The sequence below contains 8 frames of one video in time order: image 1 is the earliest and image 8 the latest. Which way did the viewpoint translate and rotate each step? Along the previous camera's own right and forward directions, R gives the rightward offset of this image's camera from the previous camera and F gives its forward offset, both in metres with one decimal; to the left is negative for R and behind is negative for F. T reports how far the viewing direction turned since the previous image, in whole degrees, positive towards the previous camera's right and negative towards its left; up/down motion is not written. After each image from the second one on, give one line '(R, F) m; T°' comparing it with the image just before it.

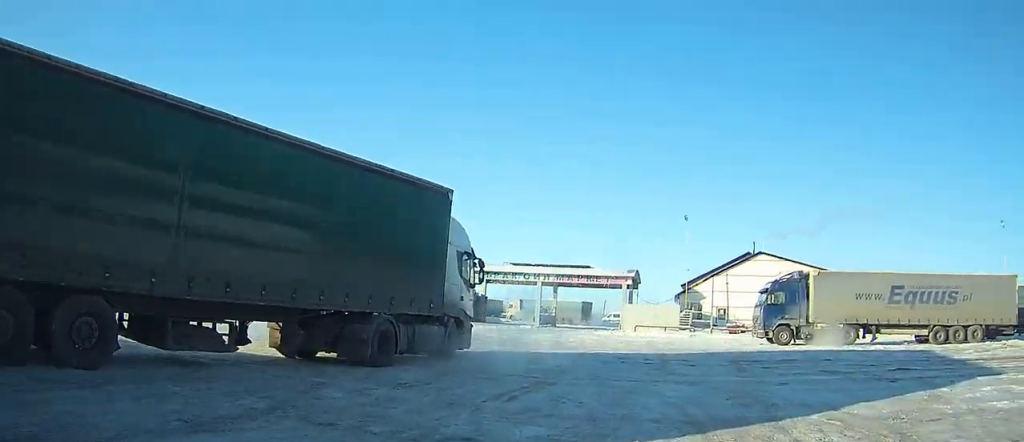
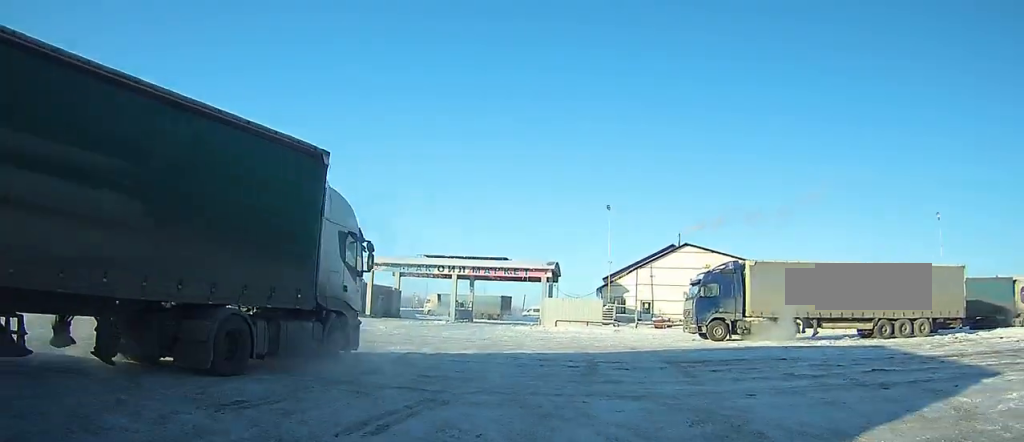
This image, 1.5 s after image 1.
(+0.3, +3.1) m; +8°
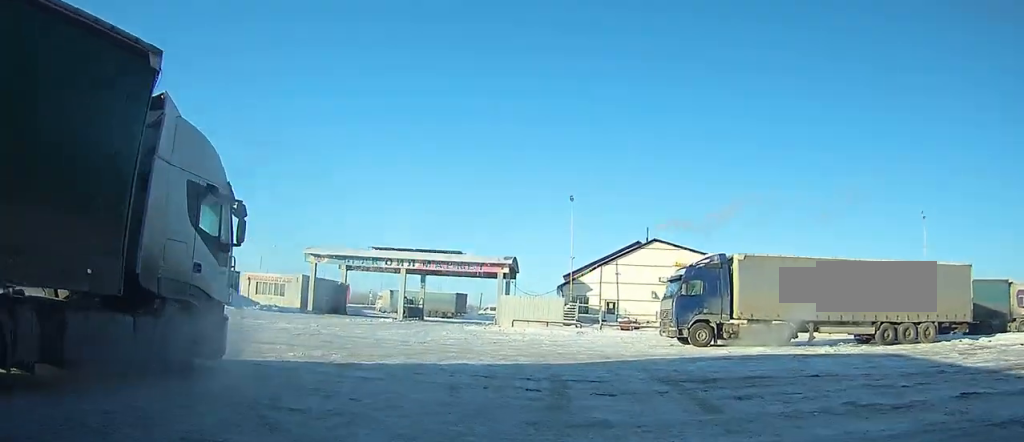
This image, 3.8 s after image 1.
(+0.2, +4.9) m; -4°
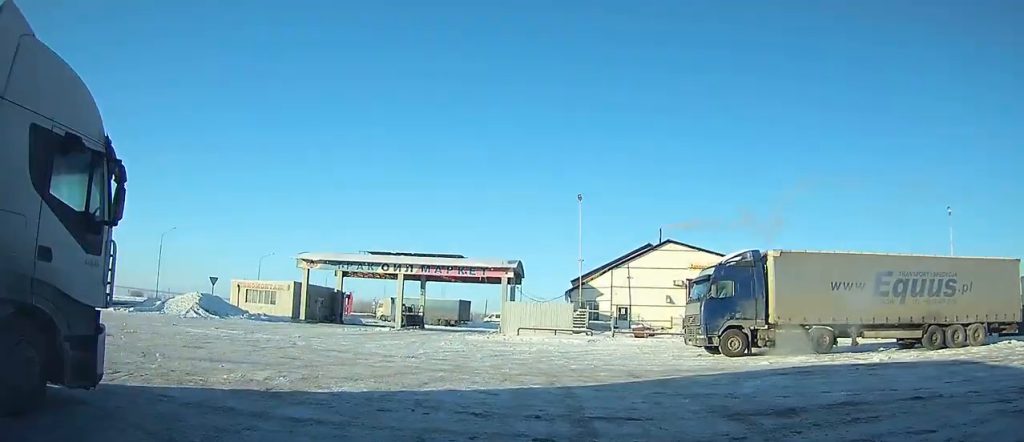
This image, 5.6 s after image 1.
(-0.2, +3.7) m; -6°
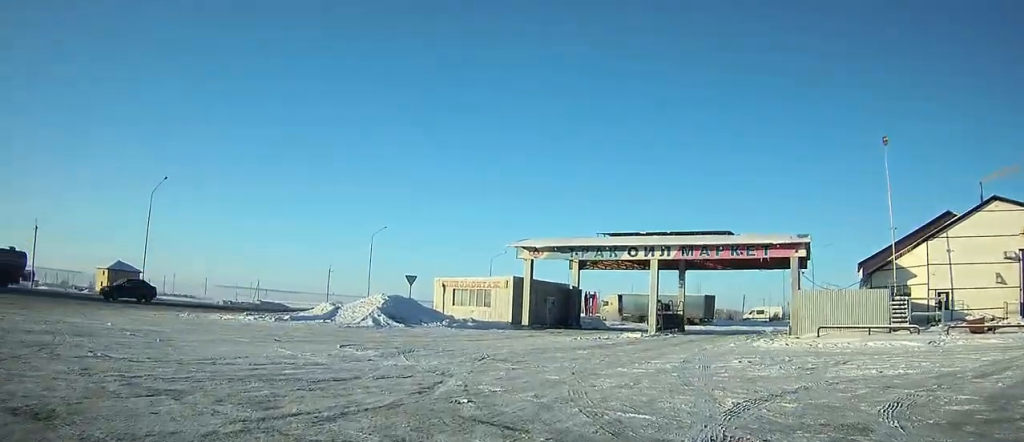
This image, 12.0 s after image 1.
(-2.9, +12.3) m; -21°
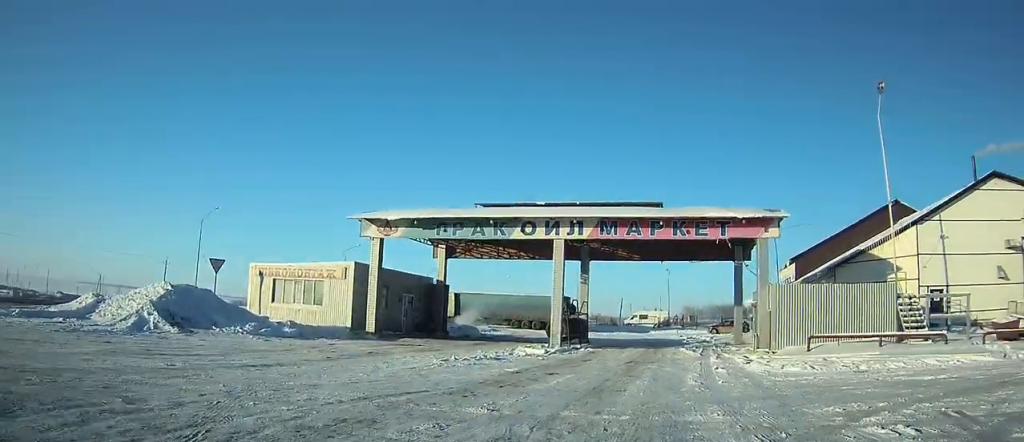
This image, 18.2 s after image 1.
(+0.9, +12.3) m; +13°
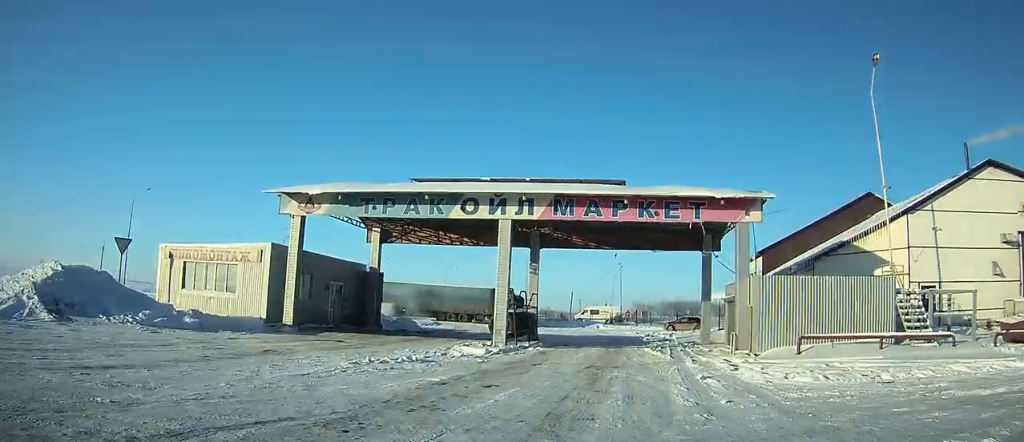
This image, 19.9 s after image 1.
(+0.1, +3.5) m; +4°
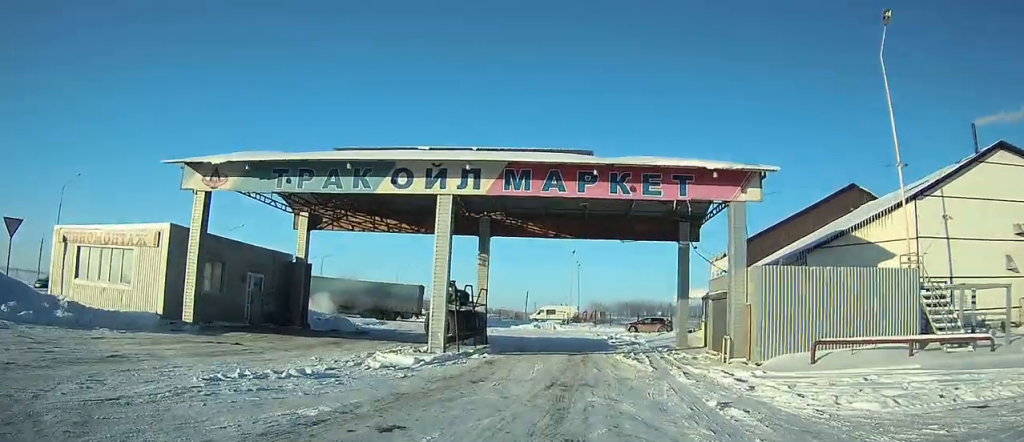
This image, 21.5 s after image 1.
(+0.1, +3.4) m; +2°
